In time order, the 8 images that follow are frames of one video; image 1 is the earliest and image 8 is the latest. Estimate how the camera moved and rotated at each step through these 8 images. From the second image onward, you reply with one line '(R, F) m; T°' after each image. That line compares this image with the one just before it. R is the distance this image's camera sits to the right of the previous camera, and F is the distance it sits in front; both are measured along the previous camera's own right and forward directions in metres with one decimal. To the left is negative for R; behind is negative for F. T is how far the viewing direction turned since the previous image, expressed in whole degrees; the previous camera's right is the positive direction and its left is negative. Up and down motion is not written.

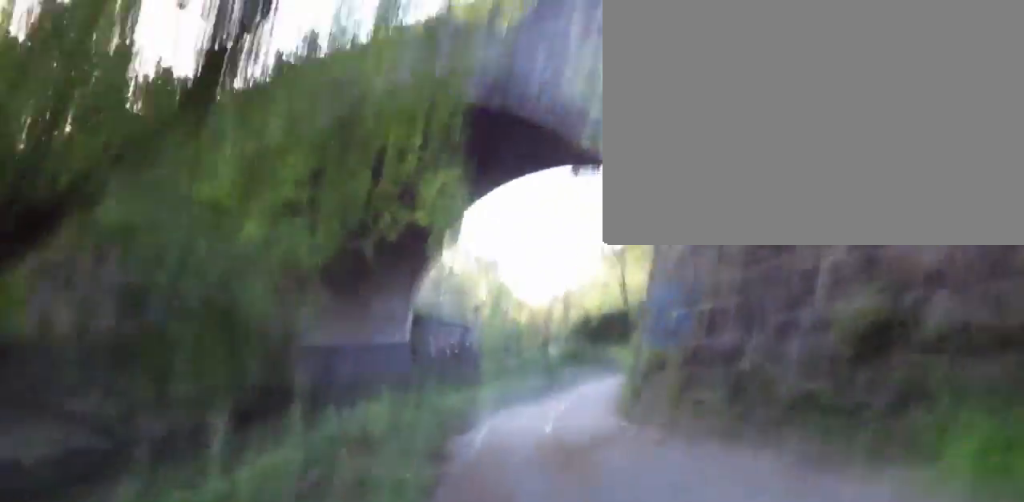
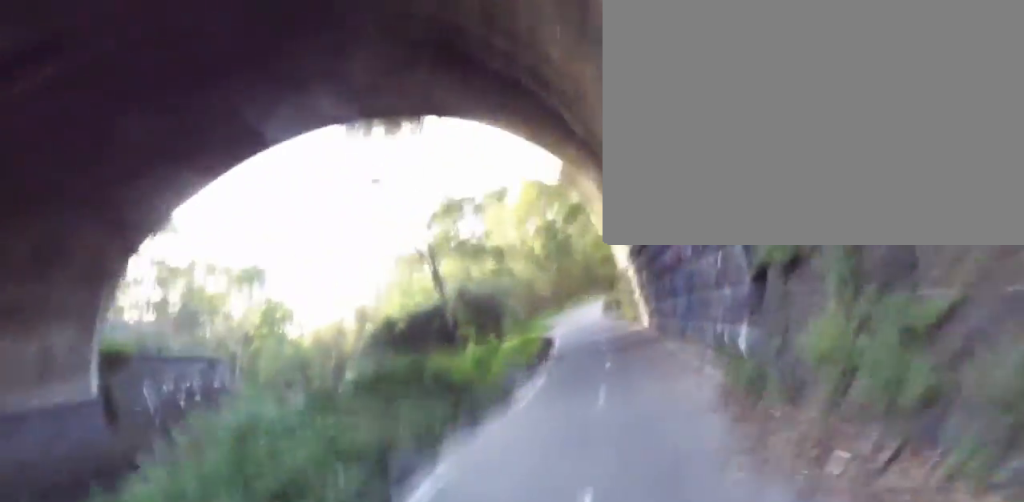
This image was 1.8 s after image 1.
(+1.8, +13.5) m; +17°
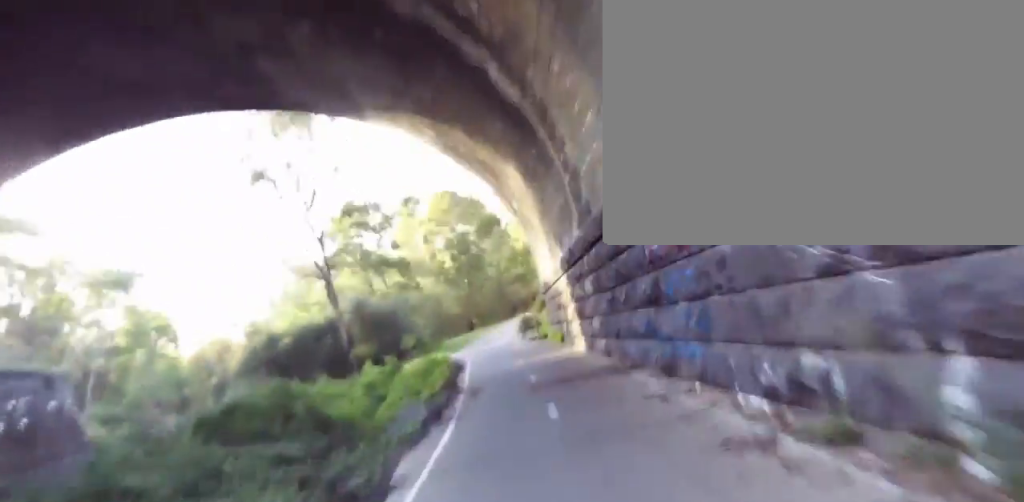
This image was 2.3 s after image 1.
(+0.2, +3.5) m; +4°
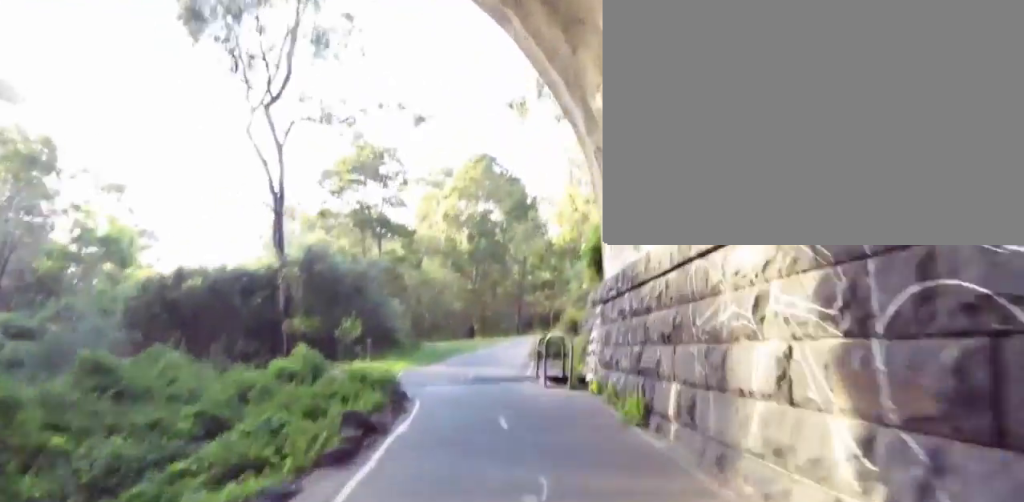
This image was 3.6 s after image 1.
(+0.8, +9.4) m; +6°
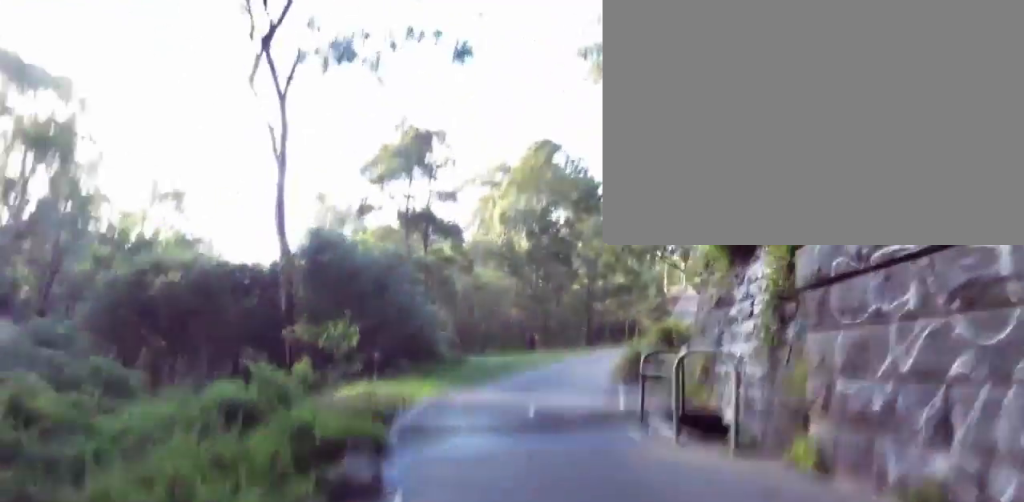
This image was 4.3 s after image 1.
(-0.1, +6.1) m; +5°
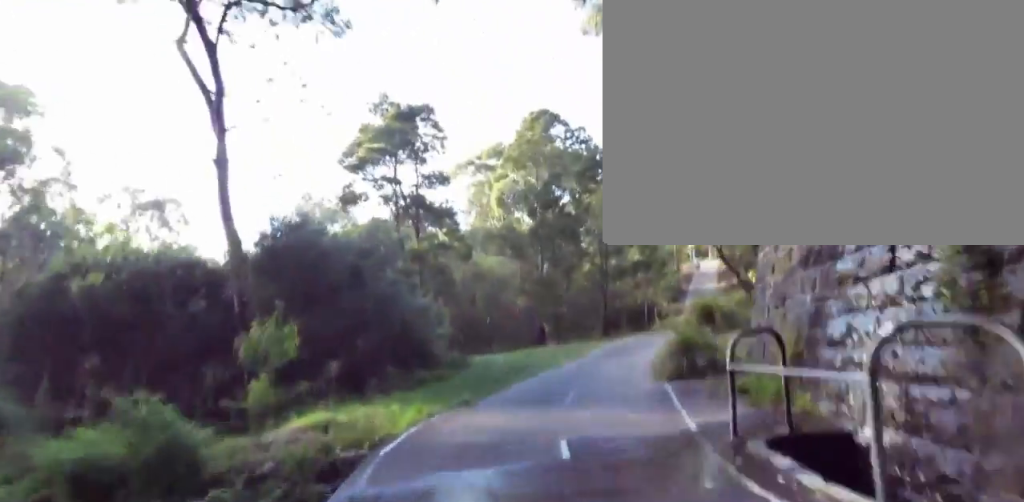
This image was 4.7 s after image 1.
(+0.2, +4.5) m; +5°
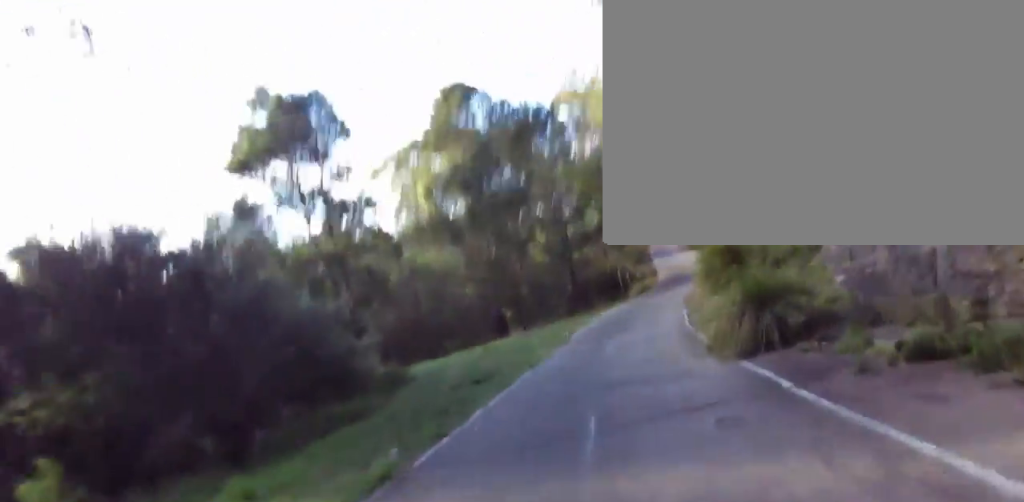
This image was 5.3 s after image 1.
(+0.4, +6.2) m; +5°
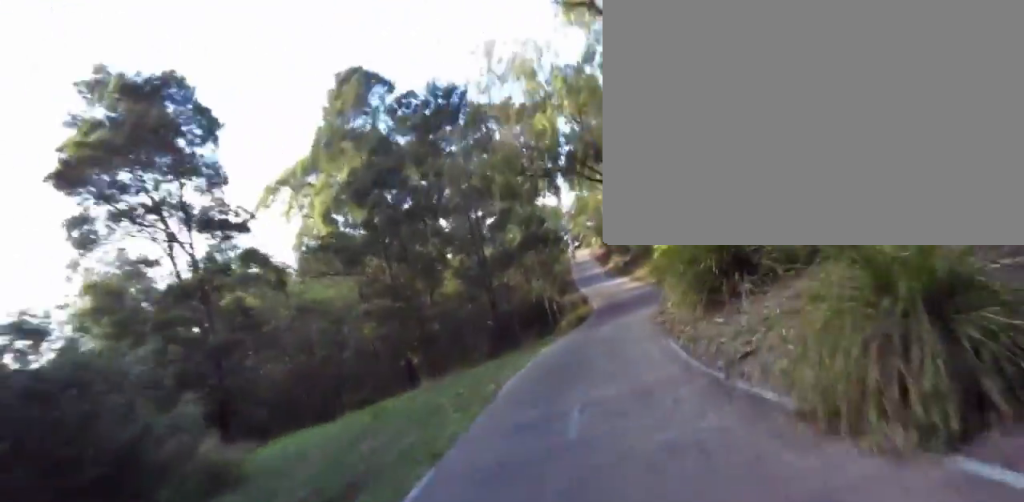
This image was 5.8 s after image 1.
(+0.3, +4.9) m; +3°
